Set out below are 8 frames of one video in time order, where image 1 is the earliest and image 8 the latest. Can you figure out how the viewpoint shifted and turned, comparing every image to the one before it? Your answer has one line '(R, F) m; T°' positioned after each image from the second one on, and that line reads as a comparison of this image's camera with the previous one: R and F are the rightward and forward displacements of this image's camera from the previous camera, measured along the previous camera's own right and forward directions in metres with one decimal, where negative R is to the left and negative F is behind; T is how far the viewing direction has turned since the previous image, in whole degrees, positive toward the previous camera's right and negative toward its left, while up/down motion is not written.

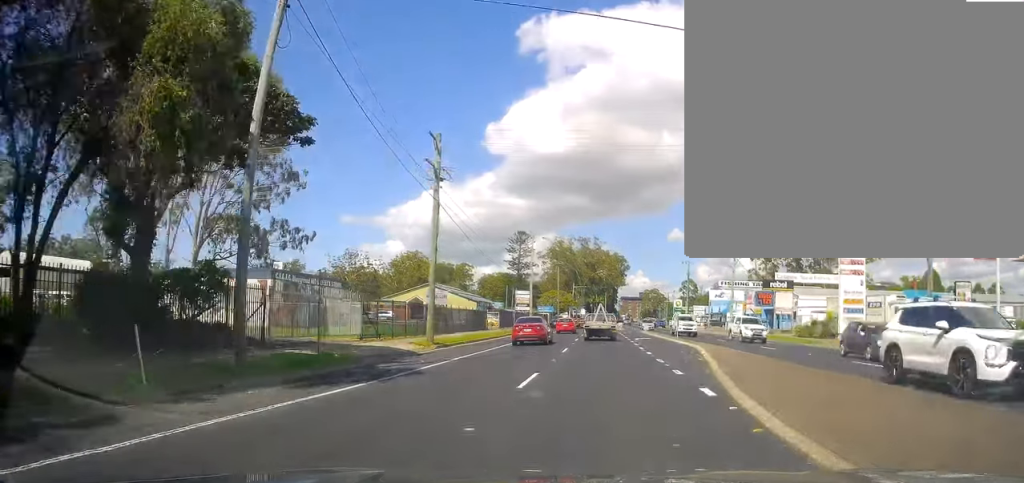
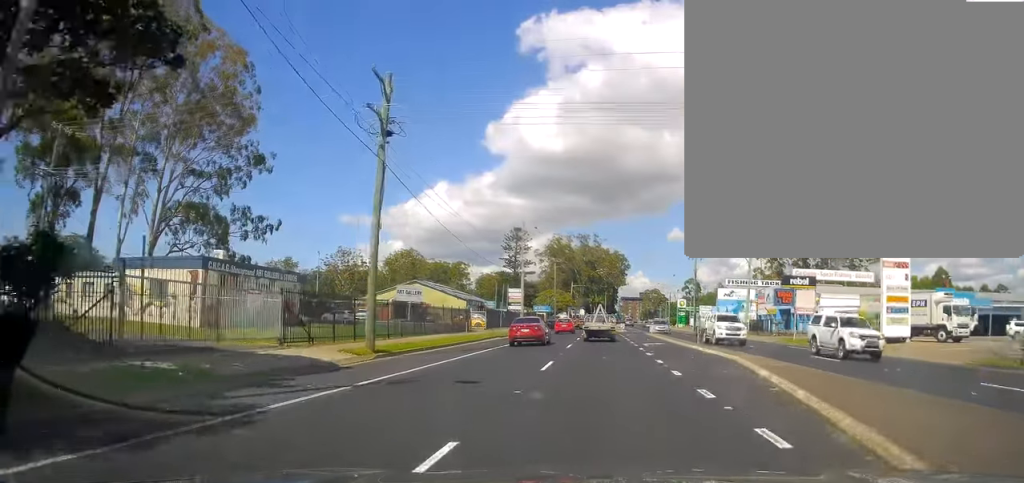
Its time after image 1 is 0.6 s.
(0.0, +7.8) m; -1°
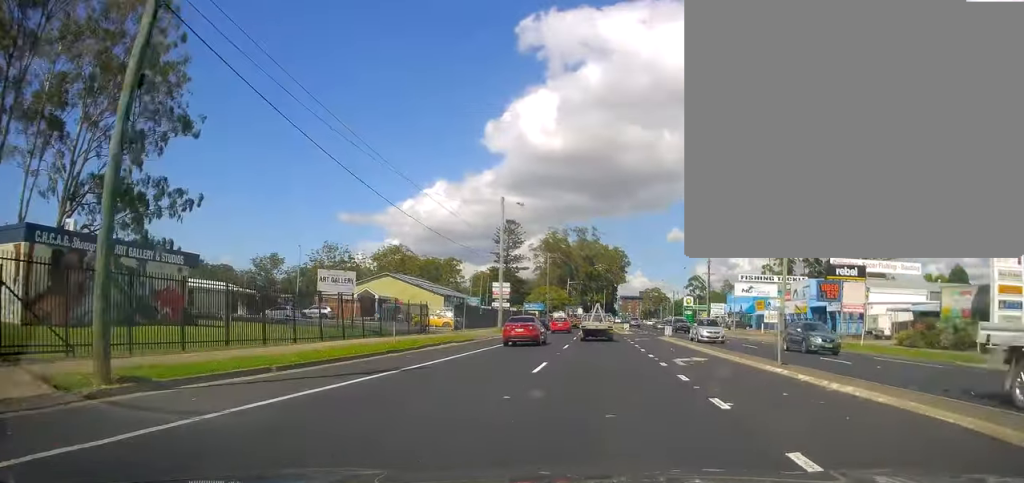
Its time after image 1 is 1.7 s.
(-0.3, +13.3) m; -1°
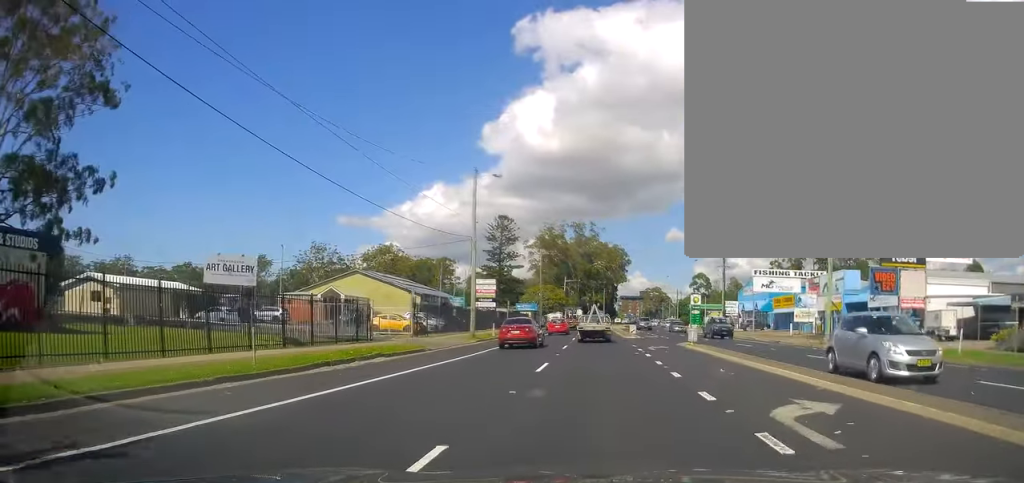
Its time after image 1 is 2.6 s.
(+0.1, +10.8) m; +1°
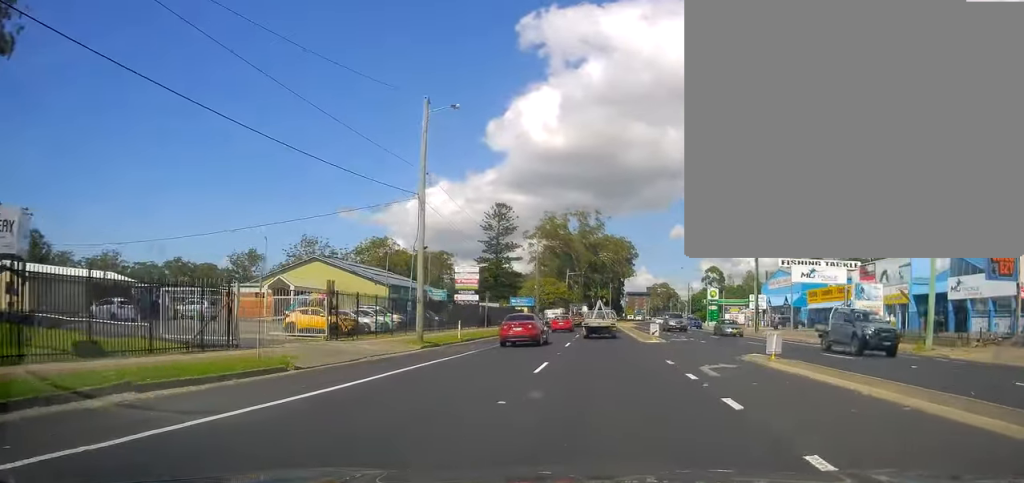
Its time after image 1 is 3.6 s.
(+0.2, +13.3) m; 0°
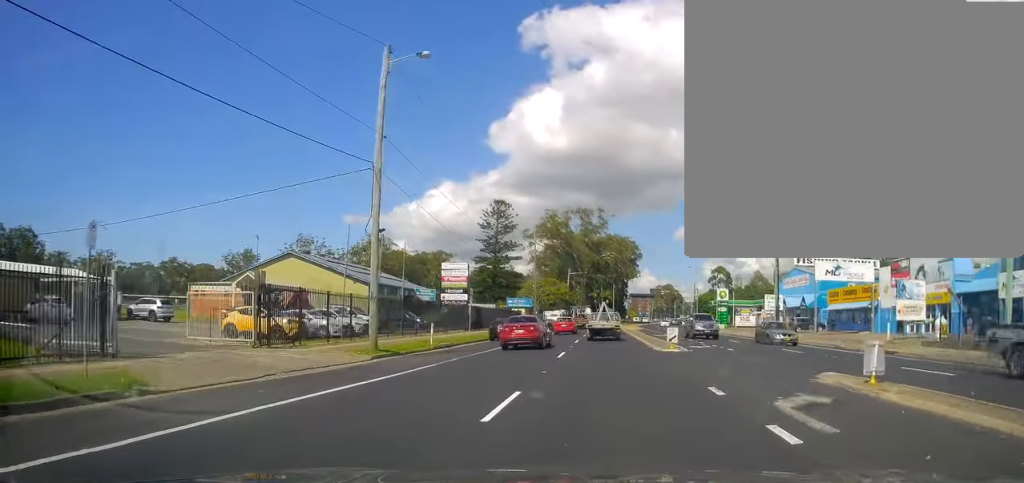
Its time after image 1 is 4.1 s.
(-0.2, +6.3) m; 0°
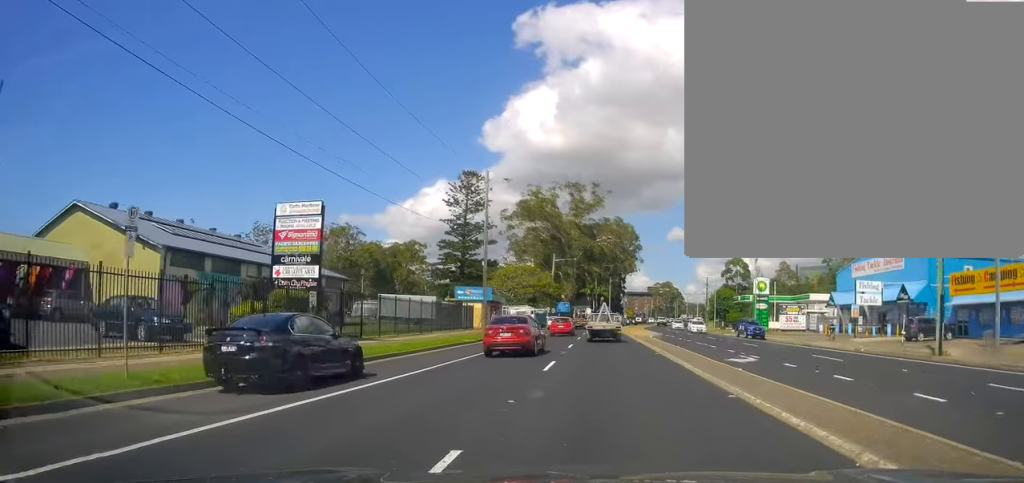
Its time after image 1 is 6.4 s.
(+0.7, +28.4) m; +1°
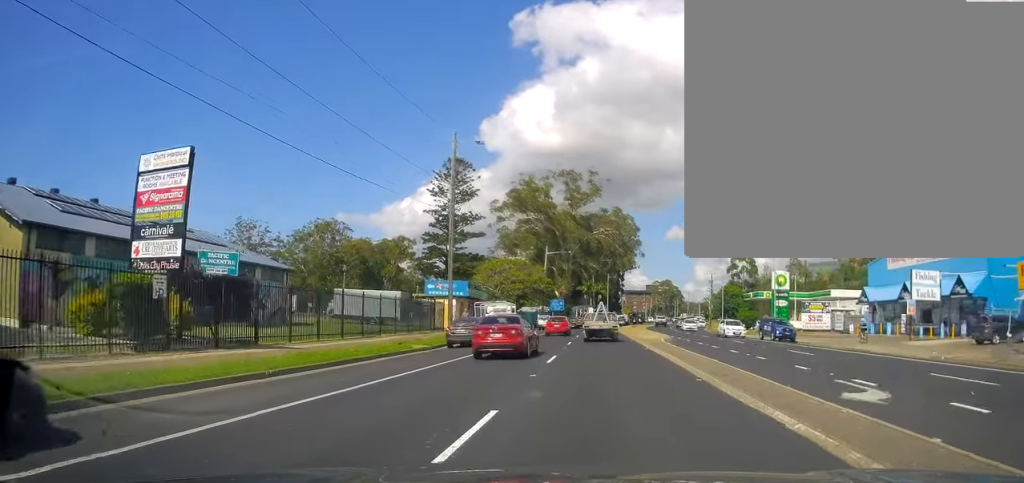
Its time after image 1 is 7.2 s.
(-0.2, +9.3) m; 0°
